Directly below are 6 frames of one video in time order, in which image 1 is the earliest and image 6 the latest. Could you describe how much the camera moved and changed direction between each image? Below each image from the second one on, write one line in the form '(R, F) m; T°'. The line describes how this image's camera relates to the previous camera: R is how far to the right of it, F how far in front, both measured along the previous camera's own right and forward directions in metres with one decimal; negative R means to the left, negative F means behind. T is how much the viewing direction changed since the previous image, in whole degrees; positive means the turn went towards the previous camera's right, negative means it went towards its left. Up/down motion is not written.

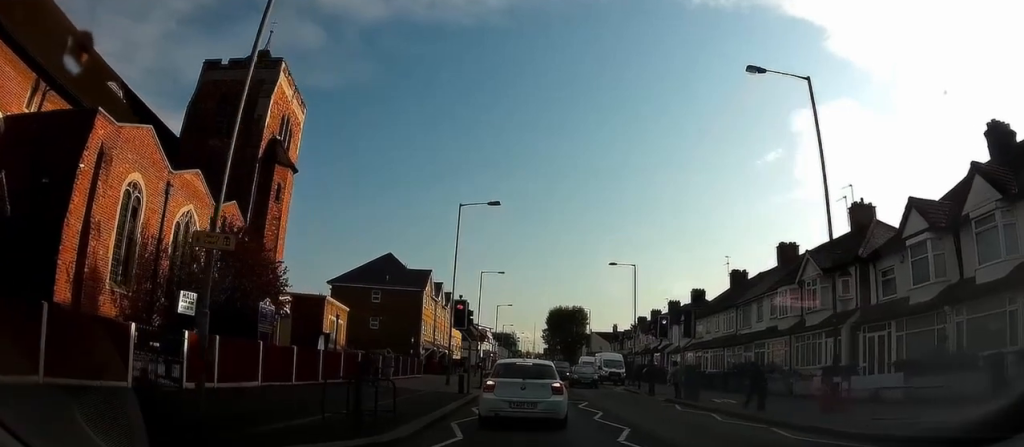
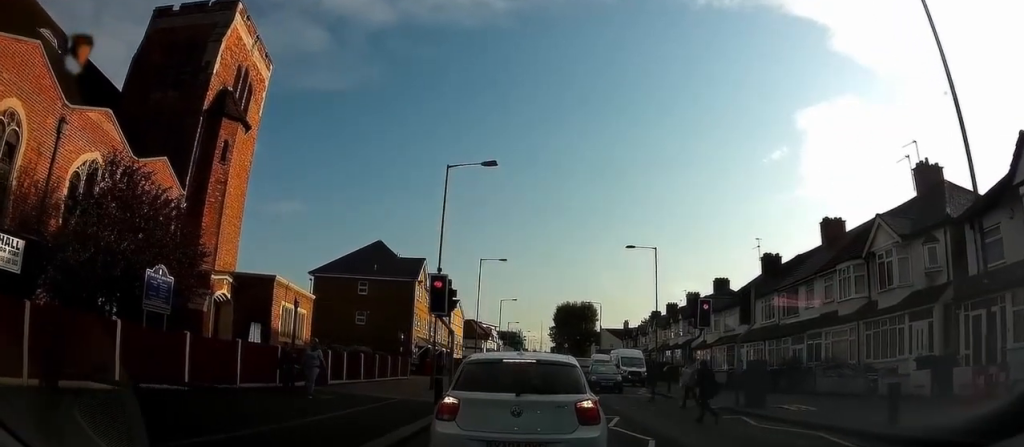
(+0.1, +7.2) m; +2°
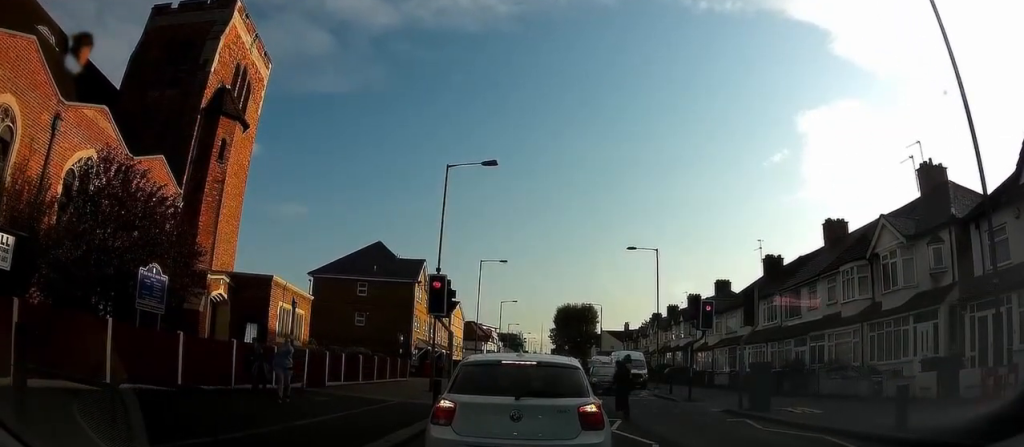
(-0.5, +1.0) m; 0°
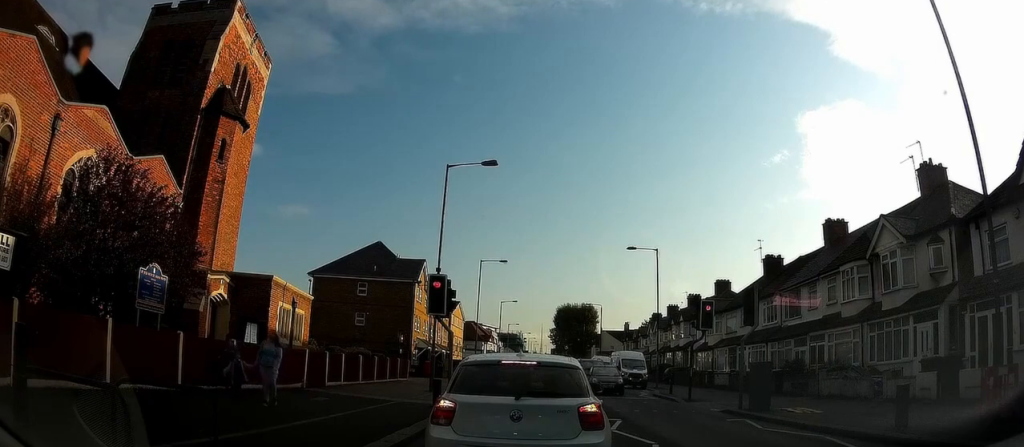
(0.0, 0.0) m; 0°
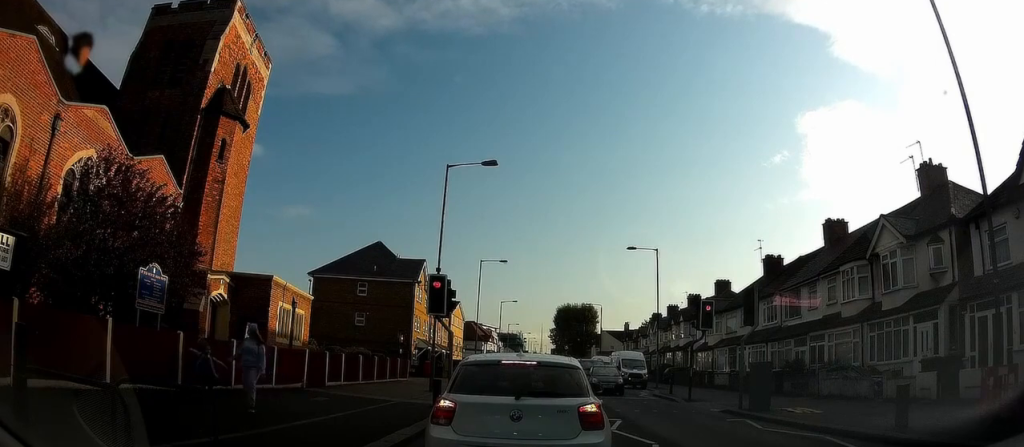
(0.0, 0.0) m; 0°
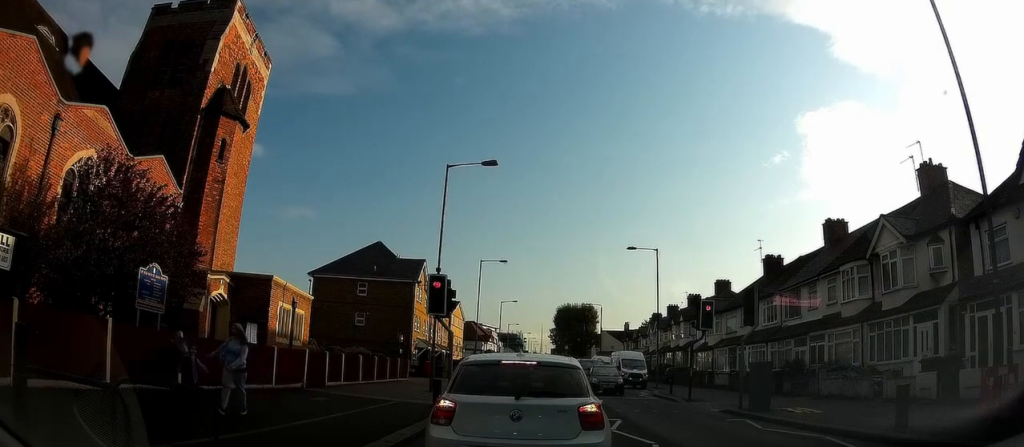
(0.0, 0.0) m; 0°
